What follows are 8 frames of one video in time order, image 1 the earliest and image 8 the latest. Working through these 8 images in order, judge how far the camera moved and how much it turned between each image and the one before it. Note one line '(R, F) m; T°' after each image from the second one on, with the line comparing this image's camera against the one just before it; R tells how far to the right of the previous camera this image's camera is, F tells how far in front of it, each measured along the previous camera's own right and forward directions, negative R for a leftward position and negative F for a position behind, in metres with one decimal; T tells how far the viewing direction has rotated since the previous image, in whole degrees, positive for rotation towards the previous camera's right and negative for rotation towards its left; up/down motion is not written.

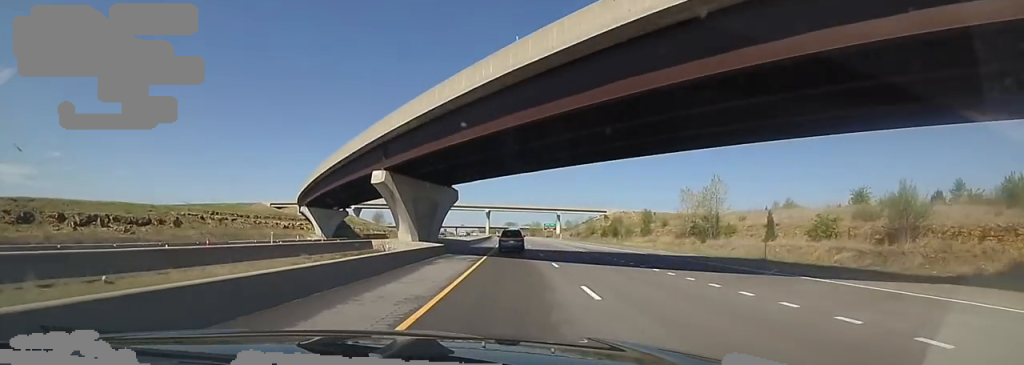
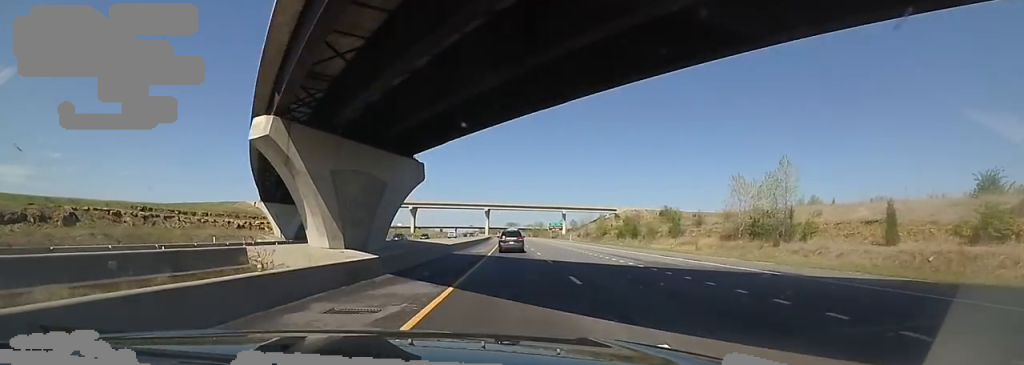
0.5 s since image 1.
(-0.5, +16.7) m; 0°
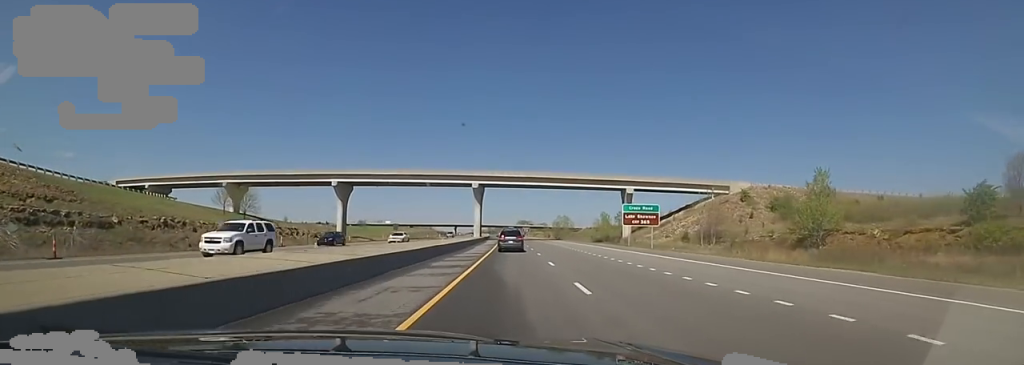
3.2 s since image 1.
(-0.8, +90.2) m; 0°
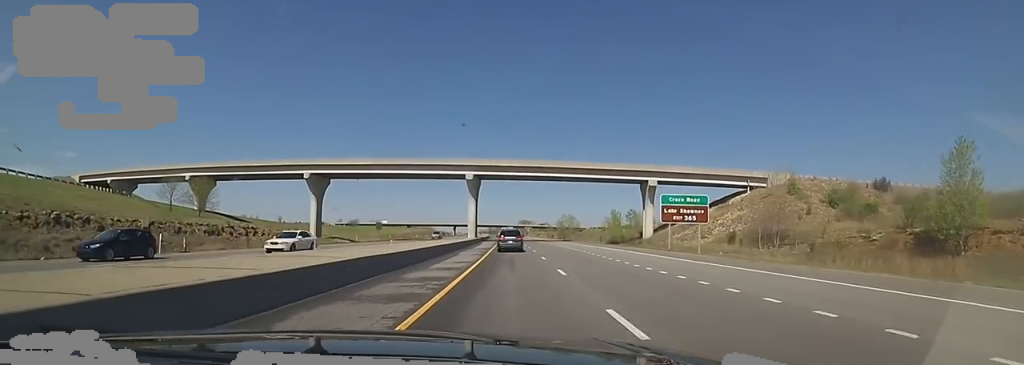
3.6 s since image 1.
(+0.6, +14.3) m; 0°
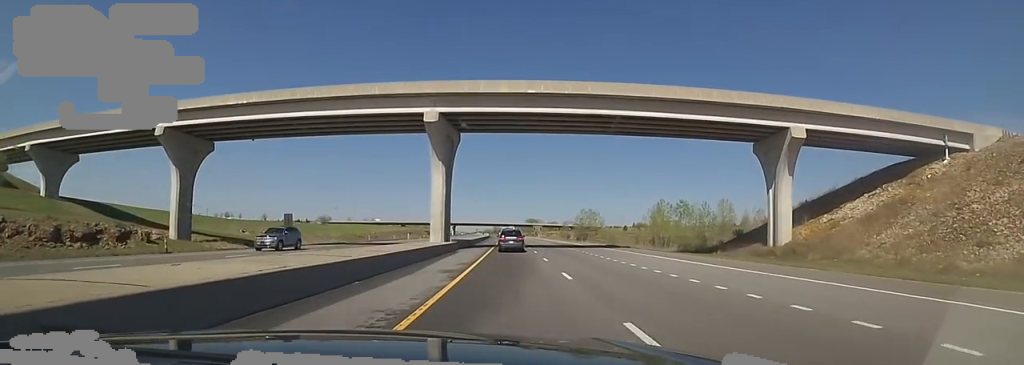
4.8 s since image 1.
(-0.3, +39.6) m; -2°
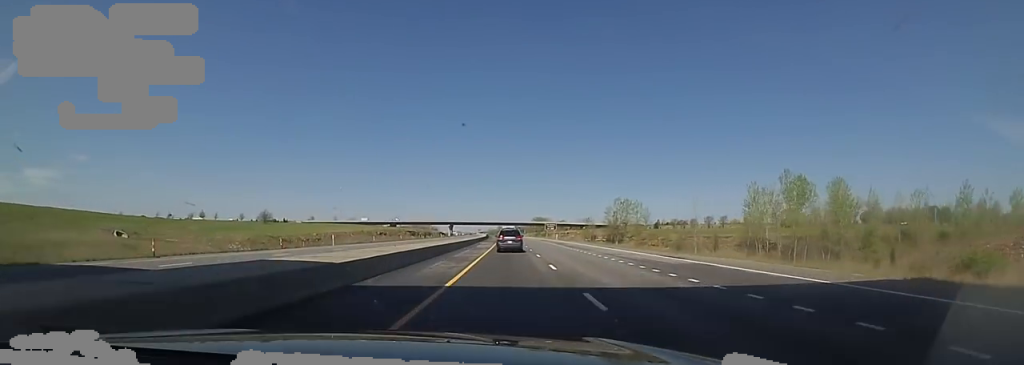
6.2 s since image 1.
(-0.4, +45.5) m; +2°
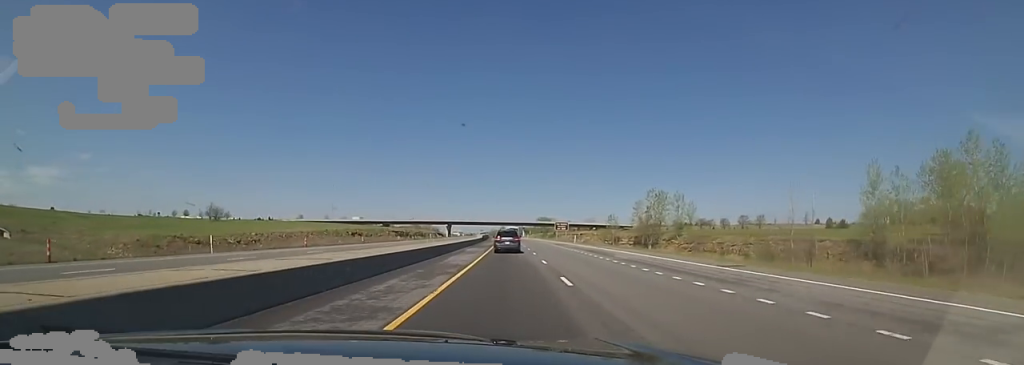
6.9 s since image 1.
(+1.1, +24.8) m; 0°
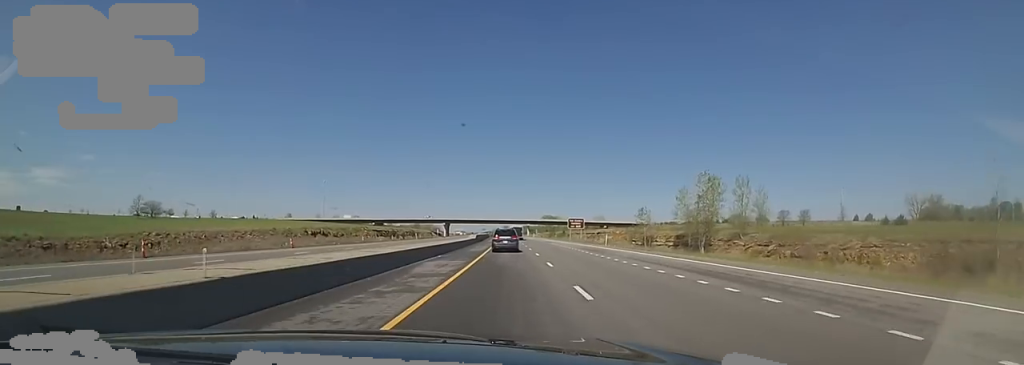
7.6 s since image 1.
(-0.4, +22.8) m; -2°
